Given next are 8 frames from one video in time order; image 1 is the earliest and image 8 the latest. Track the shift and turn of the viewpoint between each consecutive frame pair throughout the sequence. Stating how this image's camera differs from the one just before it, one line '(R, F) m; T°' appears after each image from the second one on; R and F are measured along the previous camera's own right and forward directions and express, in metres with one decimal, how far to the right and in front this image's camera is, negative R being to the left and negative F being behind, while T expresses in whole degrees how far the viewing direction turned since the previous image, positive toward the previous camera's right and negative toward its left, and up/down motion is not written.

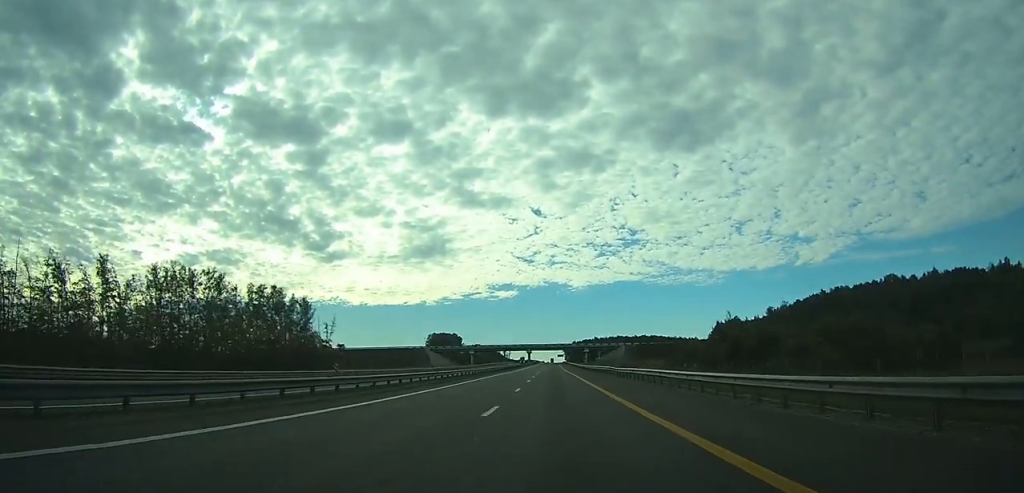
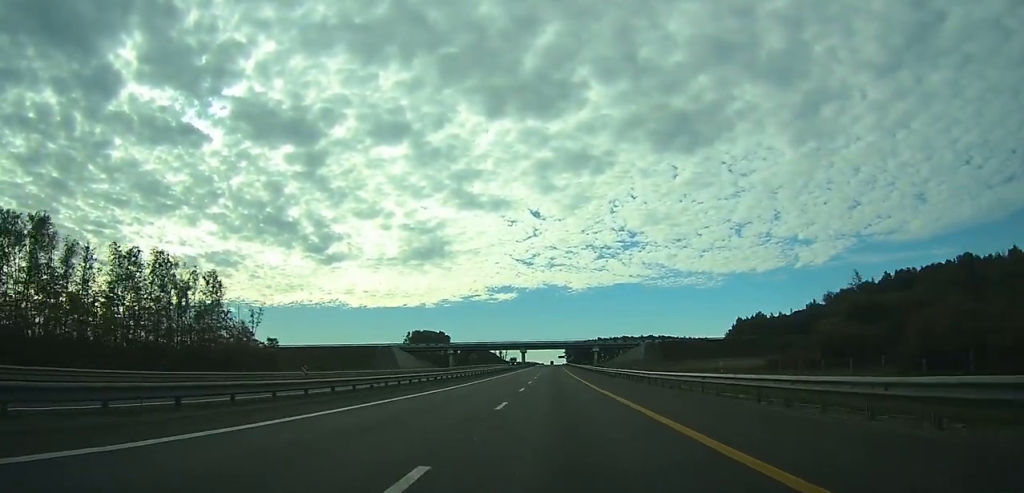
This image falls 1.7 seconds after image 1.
(-0.1, +45.7) m; 0°
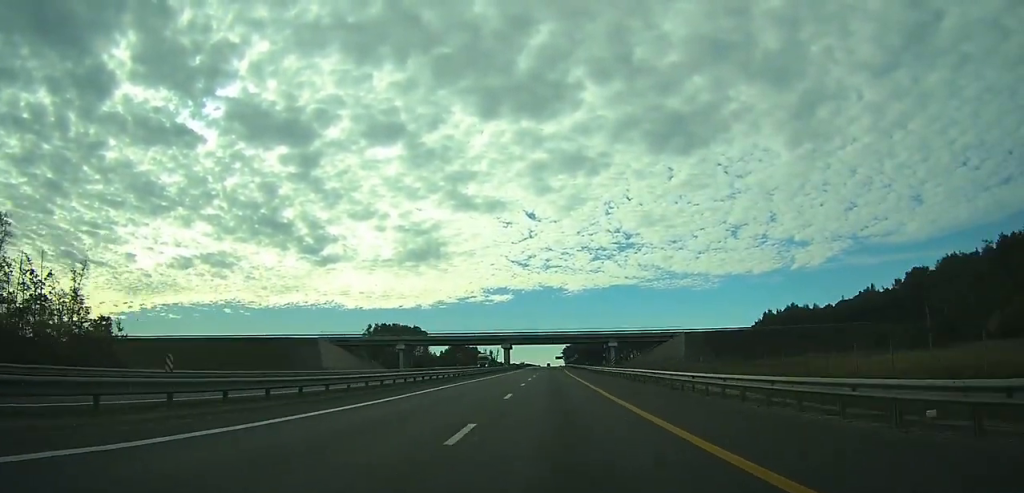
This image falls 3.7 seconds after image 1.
(+0.2, +54.9) m; 0°
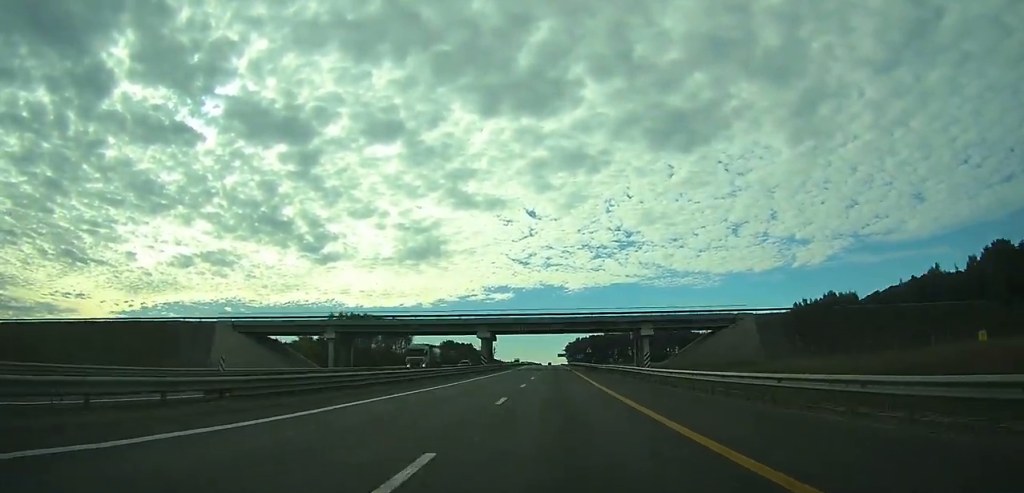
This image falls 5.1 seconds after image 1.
(0.0, +40.2) m; 0°
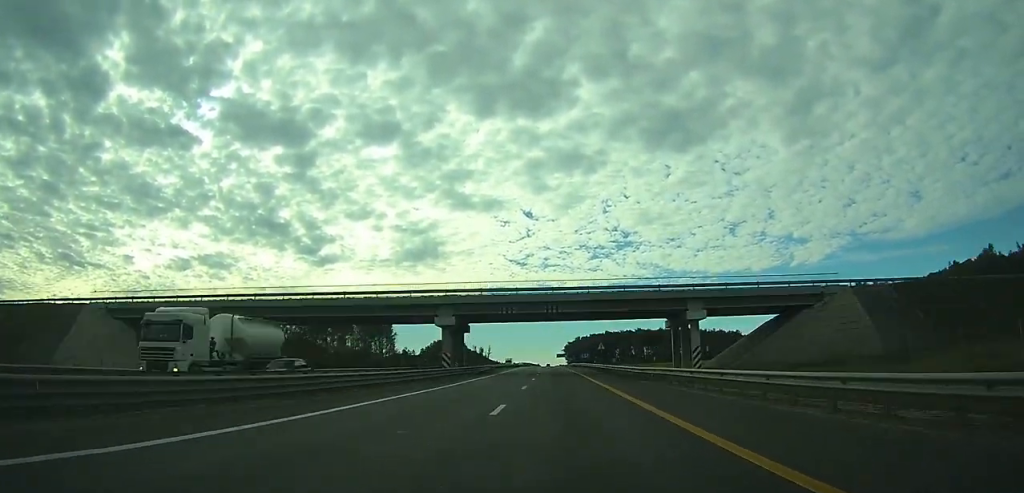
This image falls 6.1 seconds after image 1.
(0.0, +27.4) m; 0°
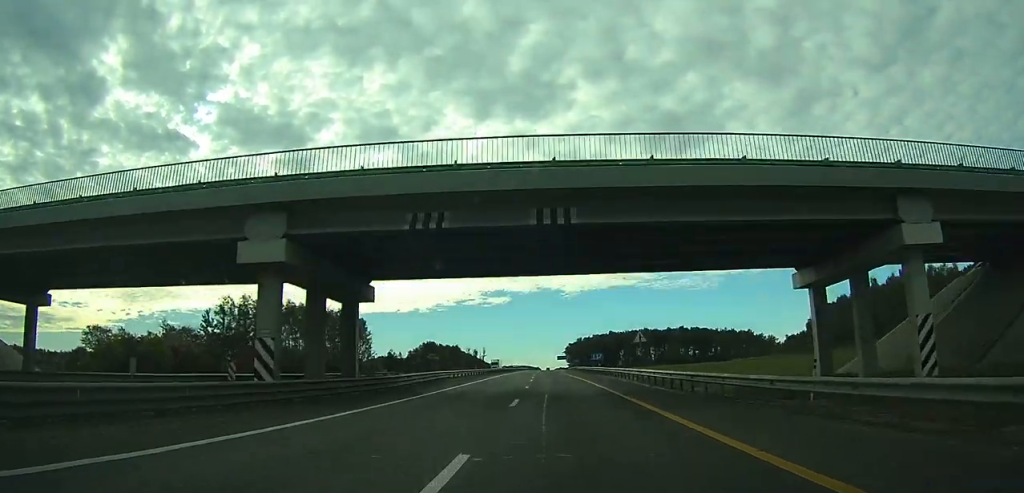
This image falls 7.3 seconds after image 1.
(+0.1, +32.7) m; 0°
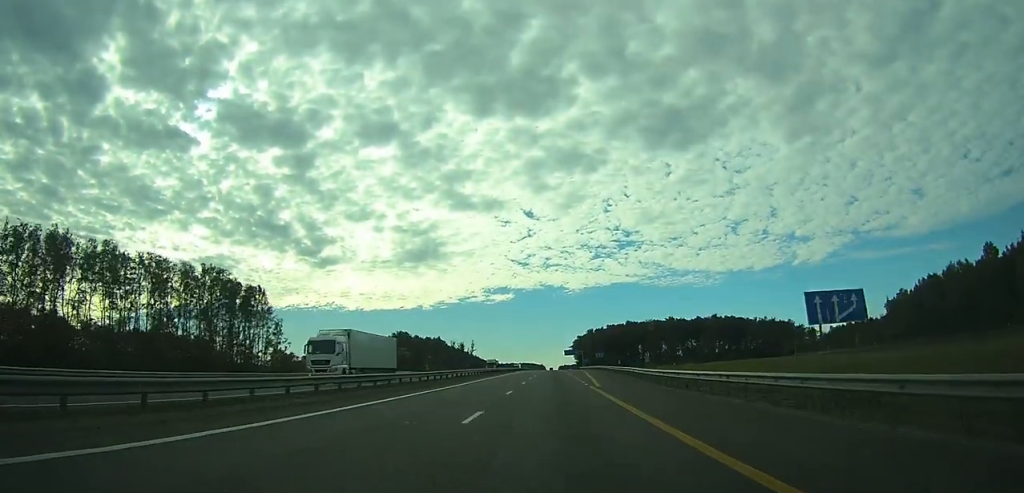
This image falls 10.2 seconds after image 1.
(+0.1, +77.9) m; 0°
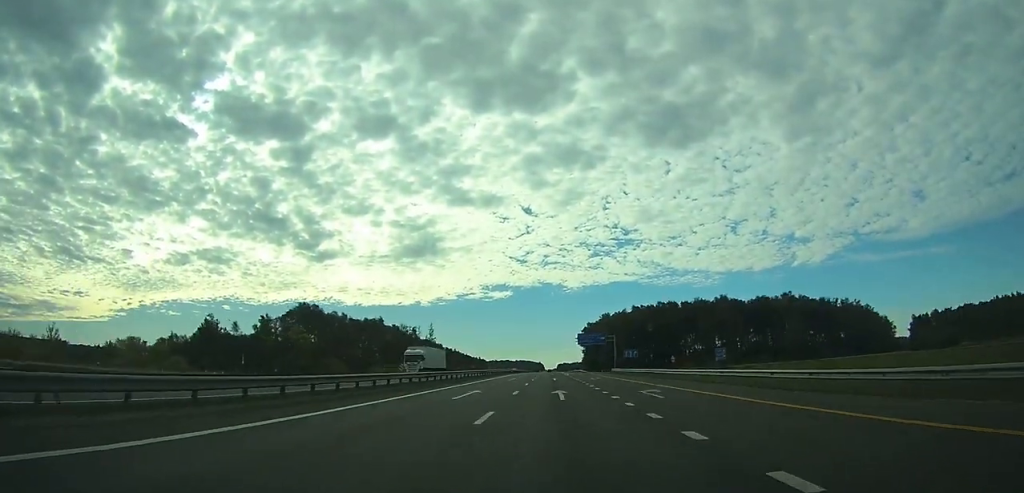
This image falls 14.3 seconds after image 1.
(-0.3, +108.8) m; 0°
